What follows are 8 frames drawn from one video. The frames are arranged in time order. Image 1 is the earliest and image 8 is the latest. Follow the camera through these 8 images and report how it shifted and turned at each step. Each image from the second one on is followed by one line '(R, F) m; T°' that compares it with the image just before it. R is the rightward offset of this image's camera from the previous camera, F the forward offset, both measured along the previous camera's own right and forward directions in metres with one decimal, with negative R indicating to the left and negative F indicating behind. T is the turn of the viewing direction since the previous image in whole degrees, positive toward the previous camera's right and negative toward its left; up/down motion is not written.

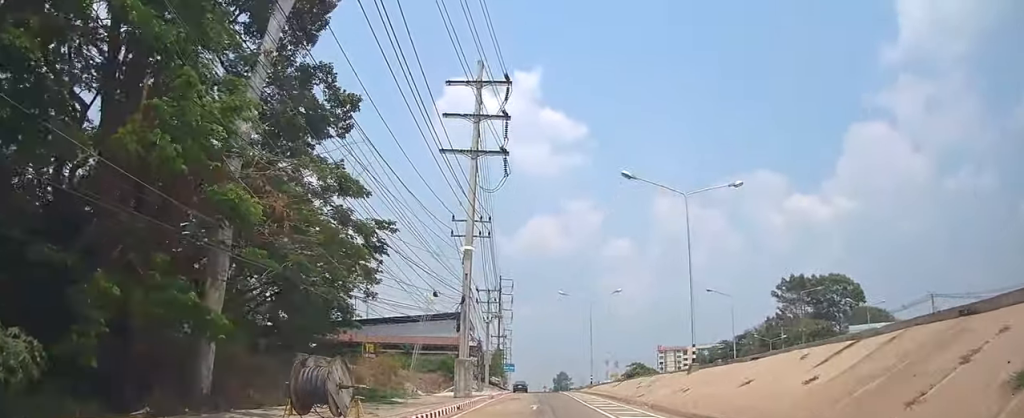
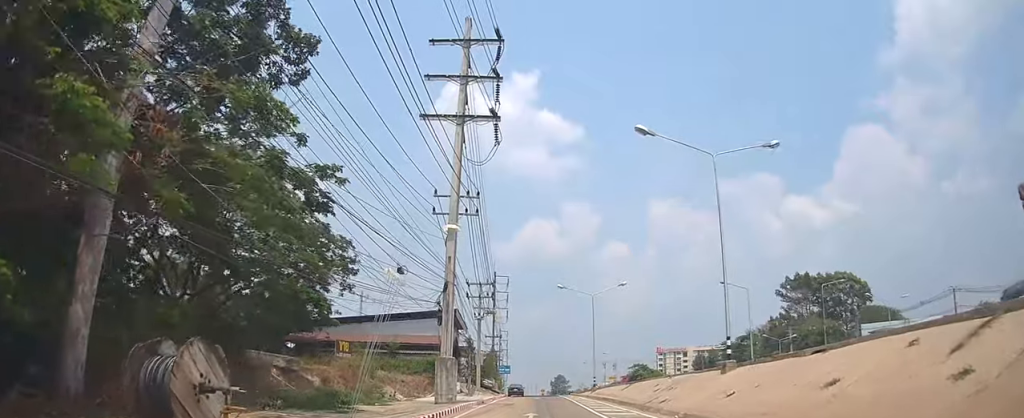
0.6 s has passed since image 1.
(+0.1, +6.5) m; 0°
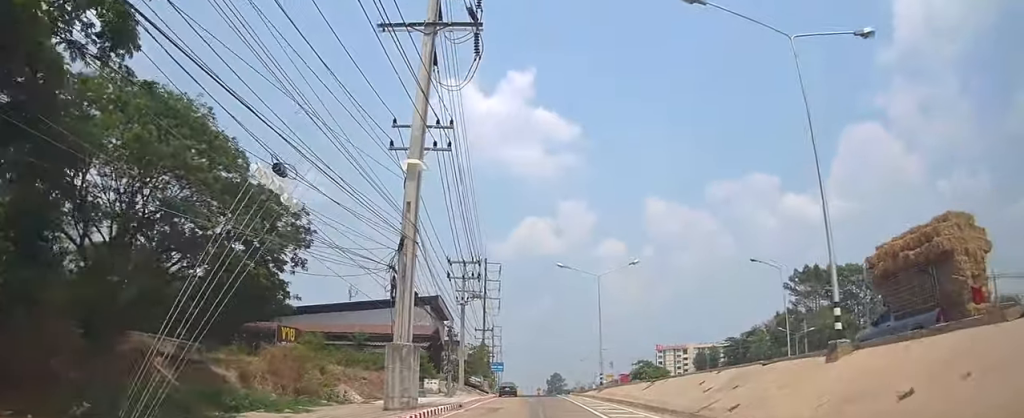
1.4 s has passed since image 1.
(-0.1, +10.0) m; -1°
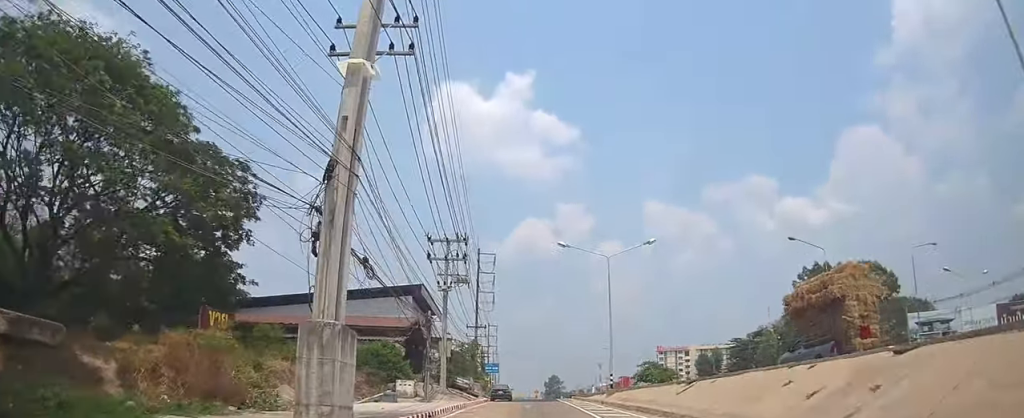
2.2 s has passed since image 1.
(-0.1, +8.5) m; 0°
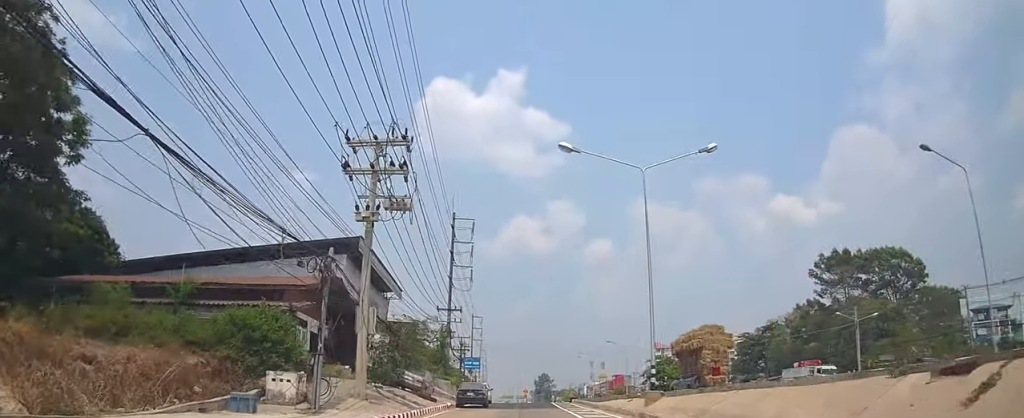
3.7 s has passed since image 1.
(0.0, +18.5) m; -1°
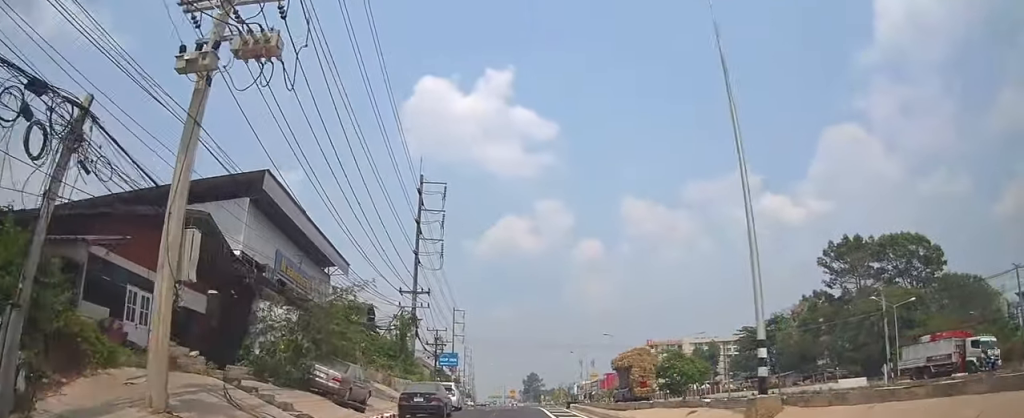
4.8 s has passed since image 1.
(-0.3, +13.5) m; +2°
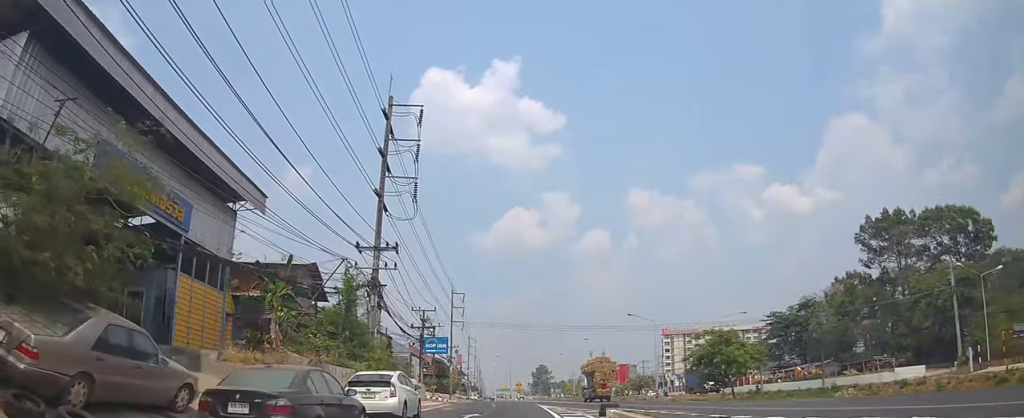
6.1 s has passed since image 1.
(+0.7, +15.7) m; +4°
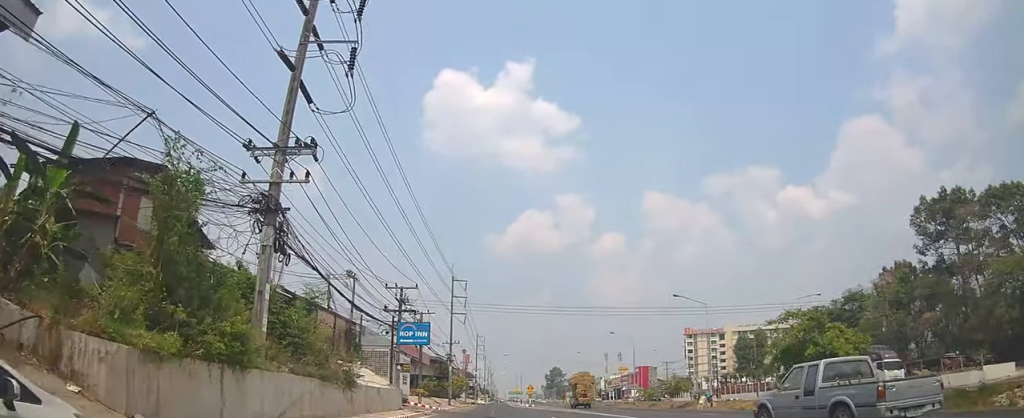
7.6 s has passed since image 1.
(+0.5, +17.1) m; -1°
